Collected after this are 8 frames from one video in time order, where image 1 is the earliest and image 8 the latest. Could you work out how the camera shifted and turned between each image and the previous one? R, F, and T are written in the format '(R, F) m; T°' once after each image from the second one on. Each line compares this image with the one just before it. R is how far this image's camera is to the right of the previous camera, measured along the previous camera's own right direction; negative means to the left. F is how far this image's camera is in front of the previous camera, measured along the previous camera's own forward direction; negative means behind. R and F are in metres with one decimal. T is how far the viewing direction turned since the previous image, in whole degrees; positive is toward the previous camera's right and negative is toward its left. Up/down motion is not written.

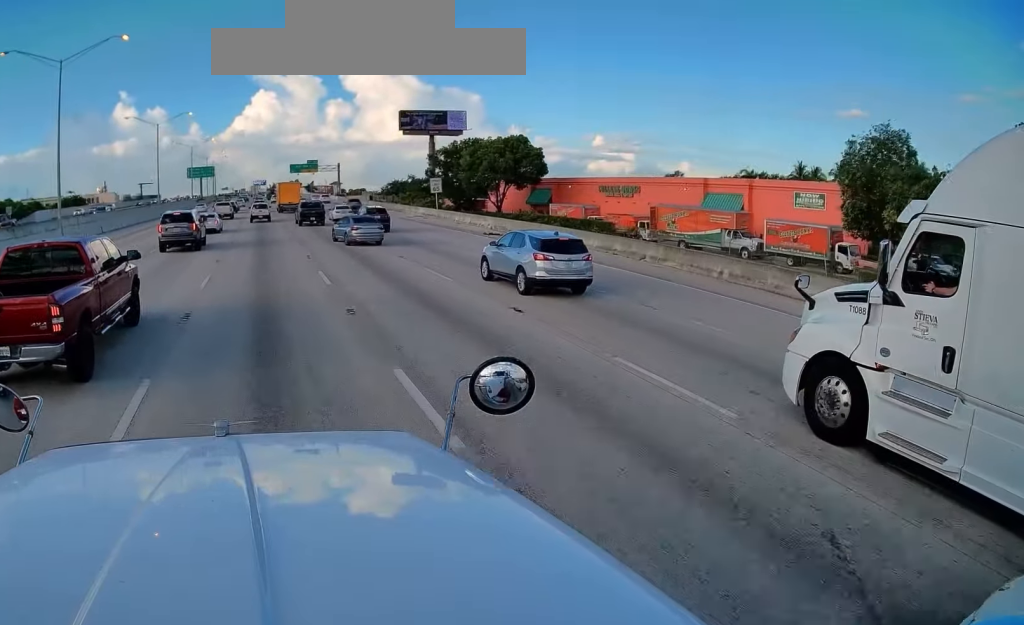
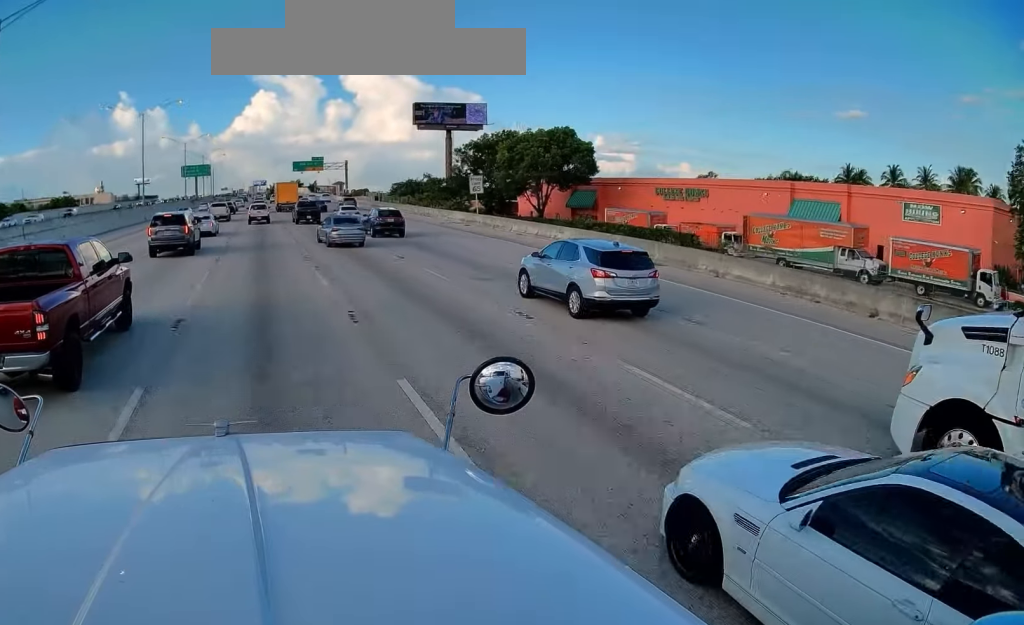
(+0.1, +12.6) m; 0°
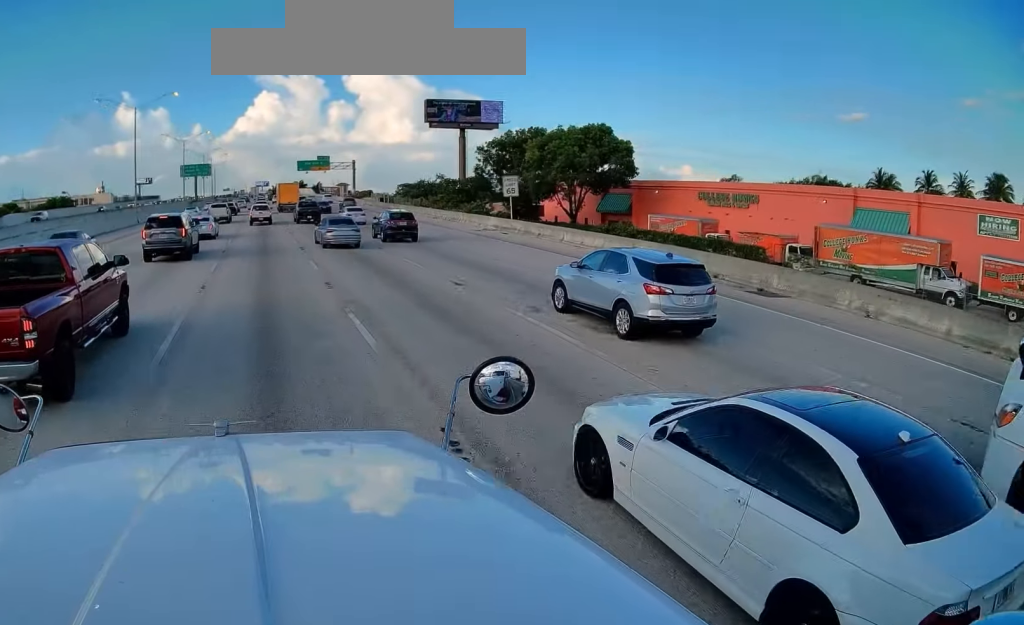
(-0.2, +7.4) m; 0°
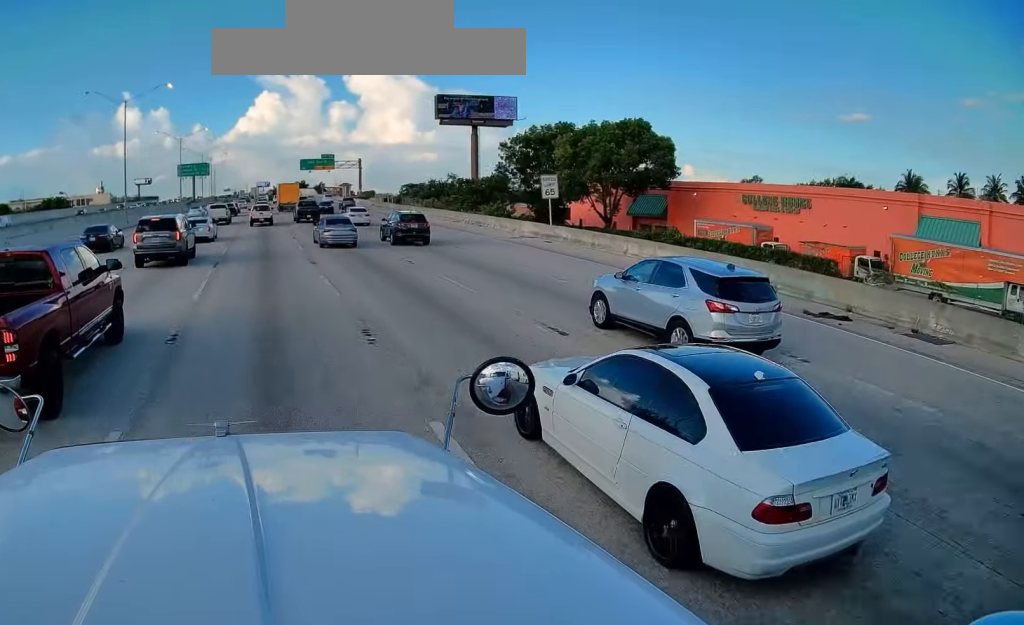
(+0.1, +6.7) m; 0°
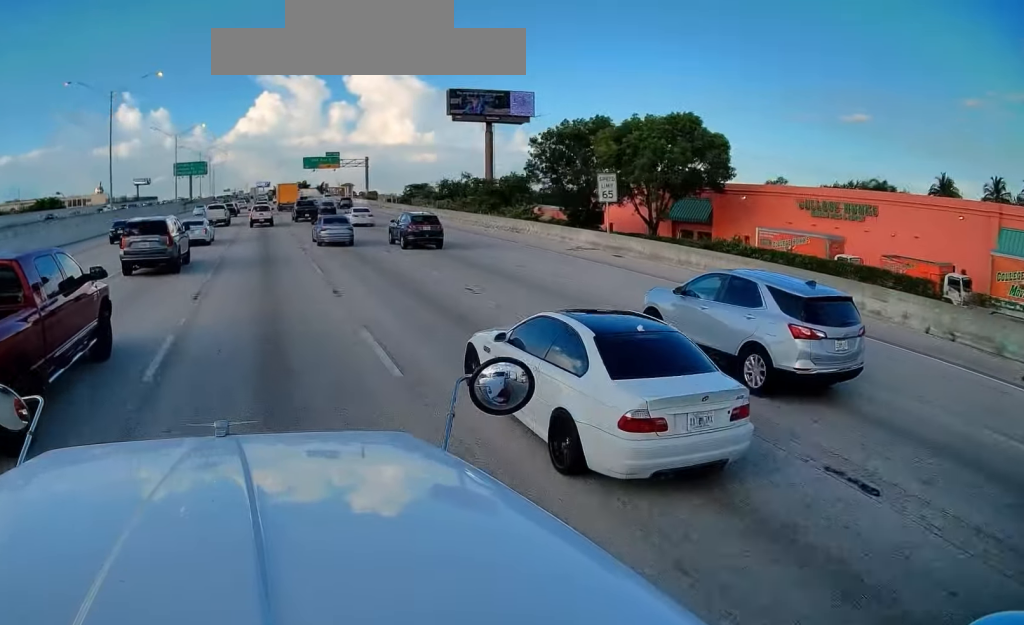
(+0.2, +7.6) m; 0°
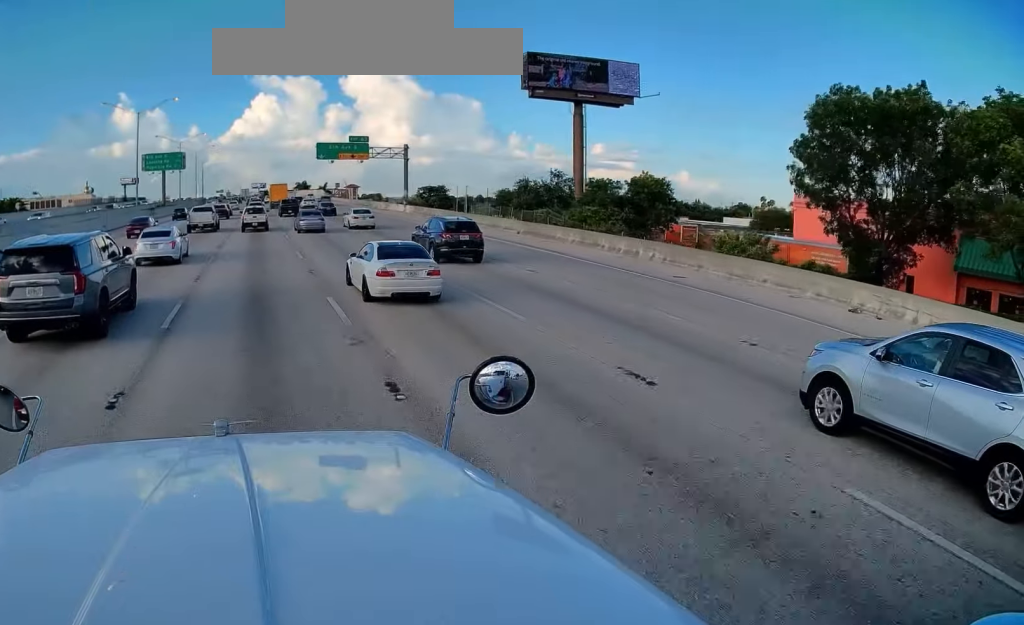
(-0.5, +33.6) m; -1°
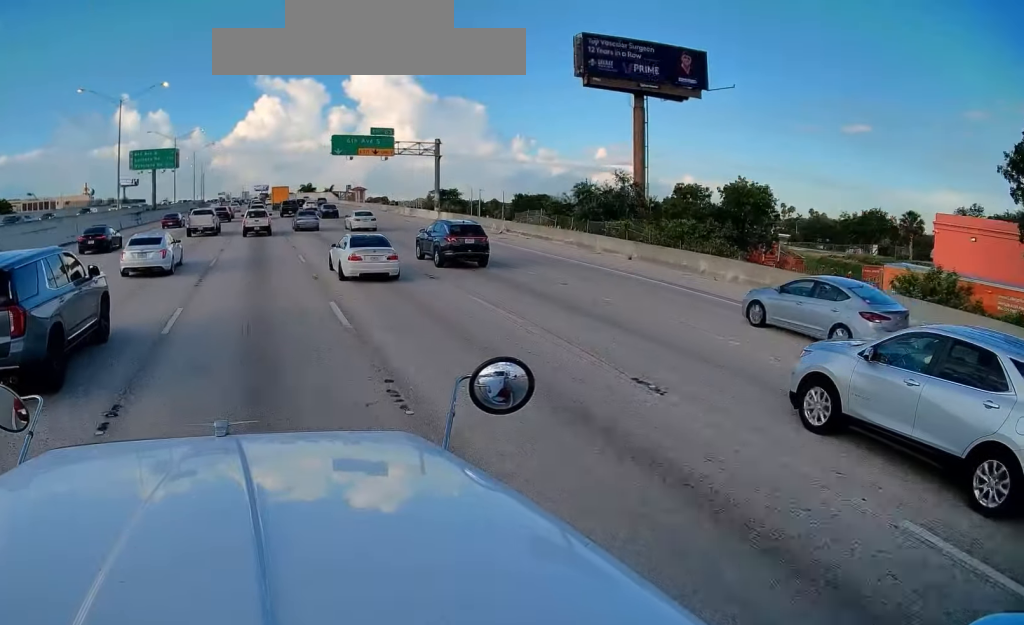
(-0.2, +13.0) m; +2°
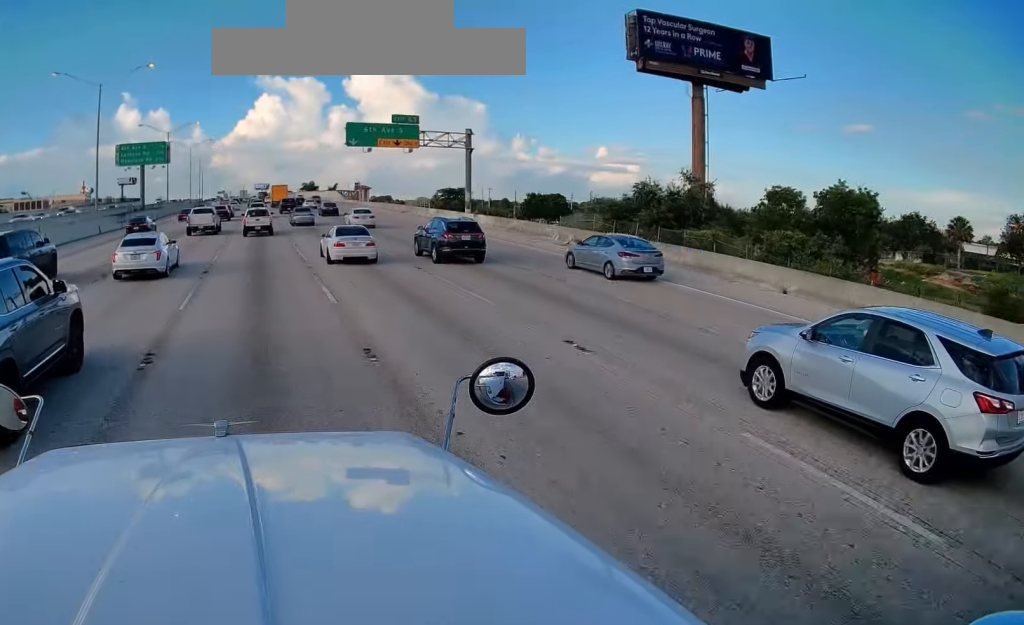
(+0.6, +9.9) m; 0°
